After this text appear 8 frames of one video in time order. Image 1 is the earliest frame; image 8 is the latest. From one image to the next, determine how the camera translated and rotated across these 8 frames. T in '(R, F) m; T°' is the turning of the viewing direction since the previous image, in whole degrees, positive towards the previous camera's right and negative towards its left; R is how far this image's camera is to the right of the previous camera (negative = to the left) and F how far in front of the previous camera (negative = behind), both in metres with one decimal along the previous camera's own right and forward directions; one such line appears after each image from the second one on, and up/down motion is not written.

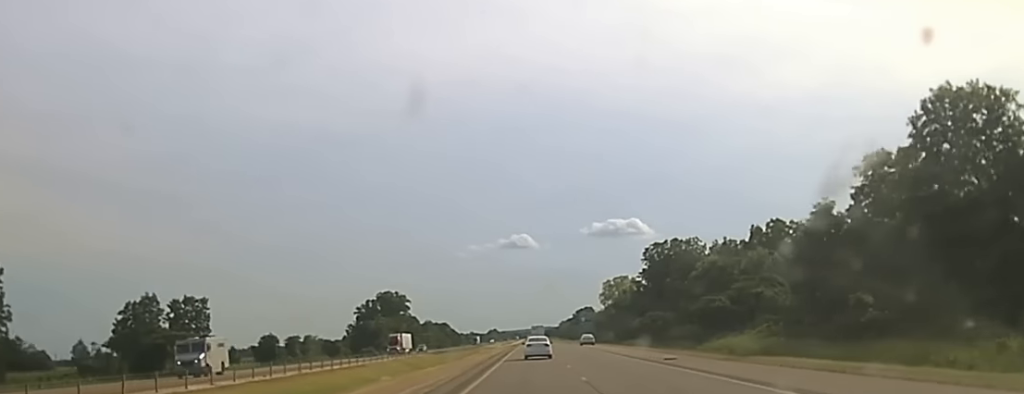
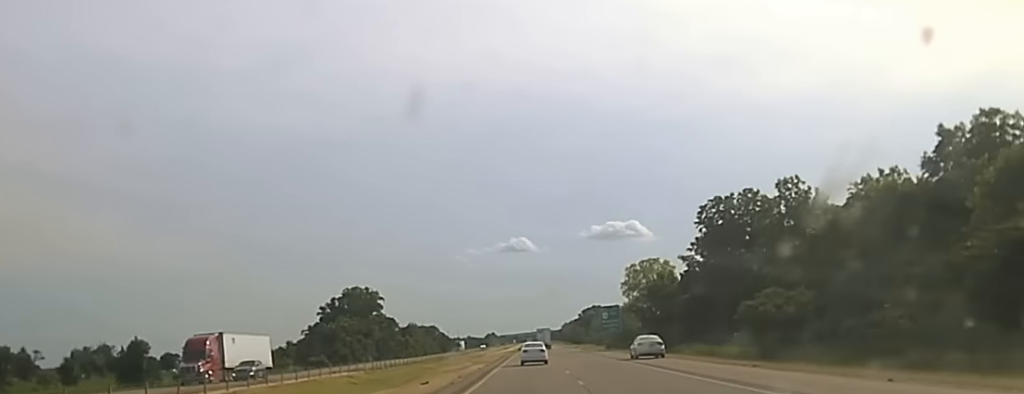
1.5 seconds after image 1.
(+0.4, +72.1) m; 0°
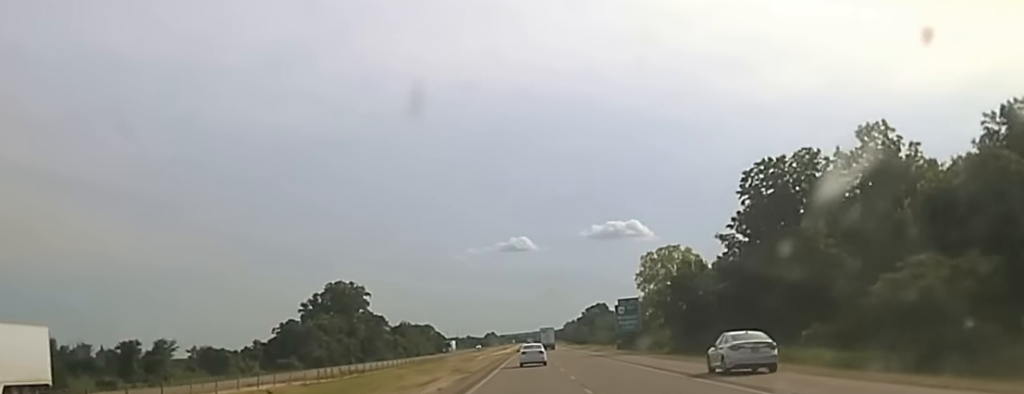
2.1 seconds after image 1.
(0.0, +29.3) m; 0°
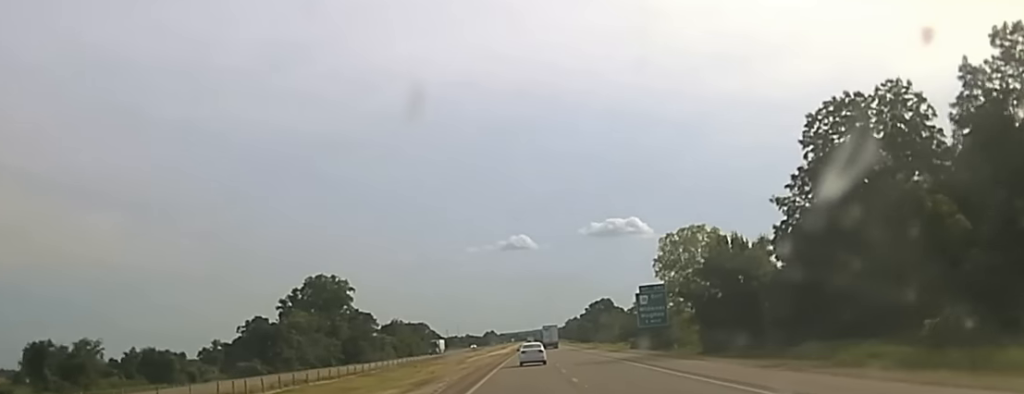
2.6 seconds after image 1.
(+0.2, +26.9) m; 0°
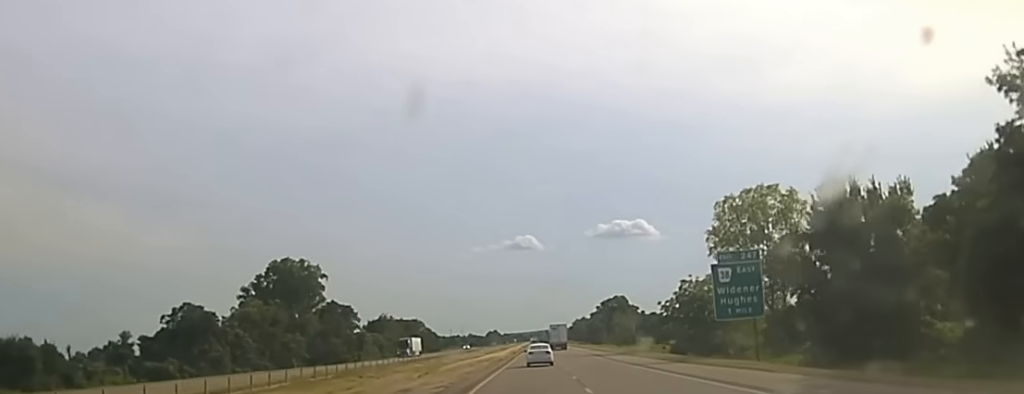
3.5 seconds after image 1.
(-0.6, +42.4) m; 0°
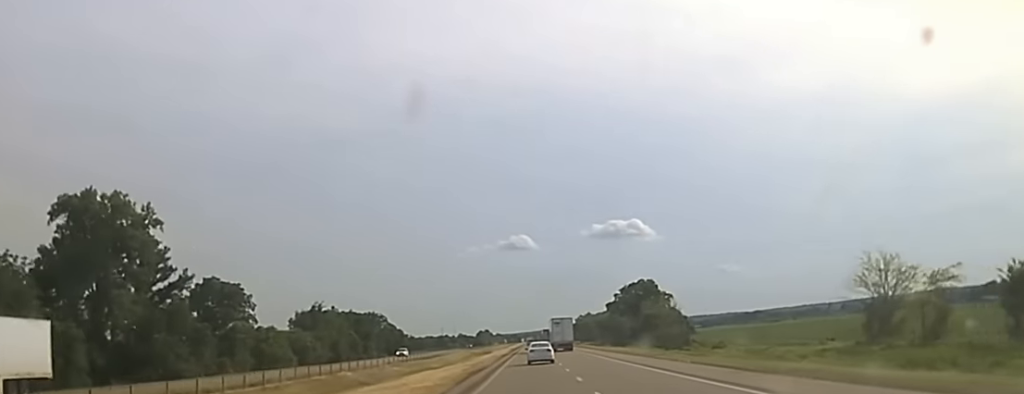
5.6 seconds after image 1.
(+1.2, +105.5) m; +1°
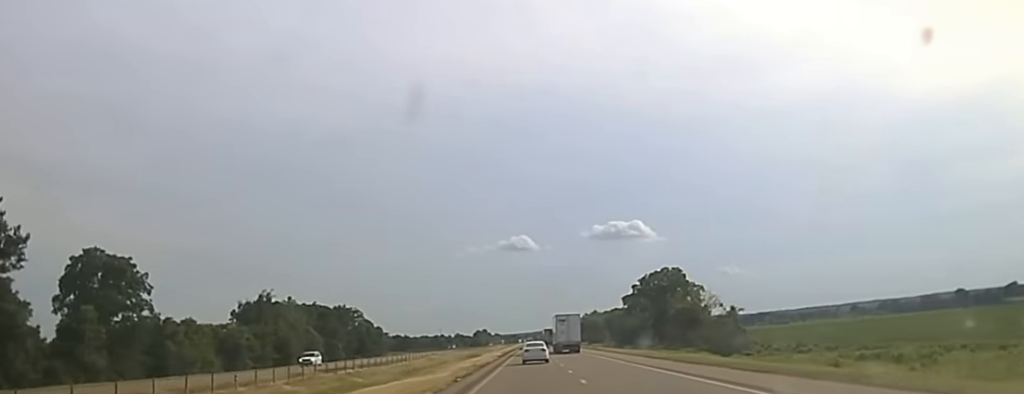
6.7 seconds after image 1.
(-0.1, +51.0) m; 0°
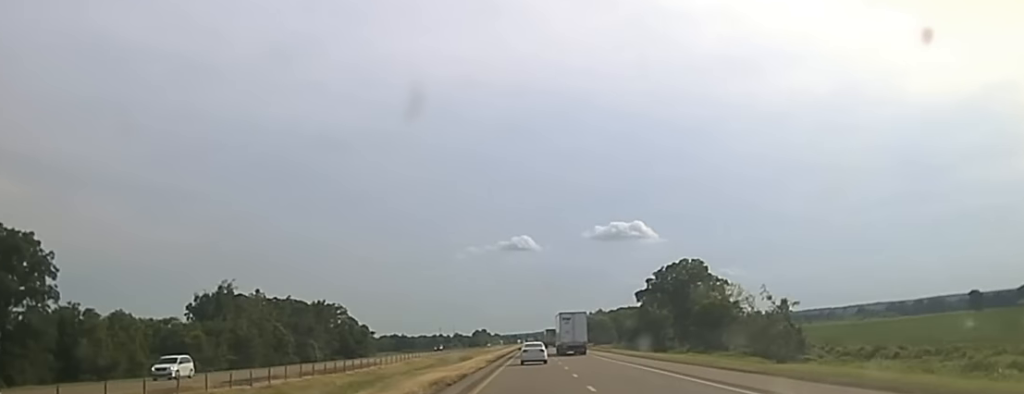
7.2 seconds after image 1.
(-0.2, +28.9) m; 0°
